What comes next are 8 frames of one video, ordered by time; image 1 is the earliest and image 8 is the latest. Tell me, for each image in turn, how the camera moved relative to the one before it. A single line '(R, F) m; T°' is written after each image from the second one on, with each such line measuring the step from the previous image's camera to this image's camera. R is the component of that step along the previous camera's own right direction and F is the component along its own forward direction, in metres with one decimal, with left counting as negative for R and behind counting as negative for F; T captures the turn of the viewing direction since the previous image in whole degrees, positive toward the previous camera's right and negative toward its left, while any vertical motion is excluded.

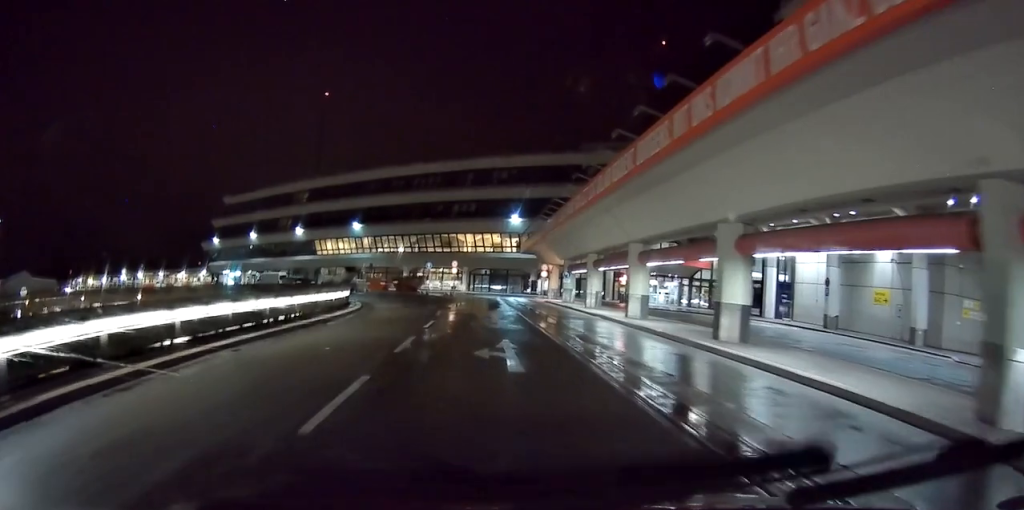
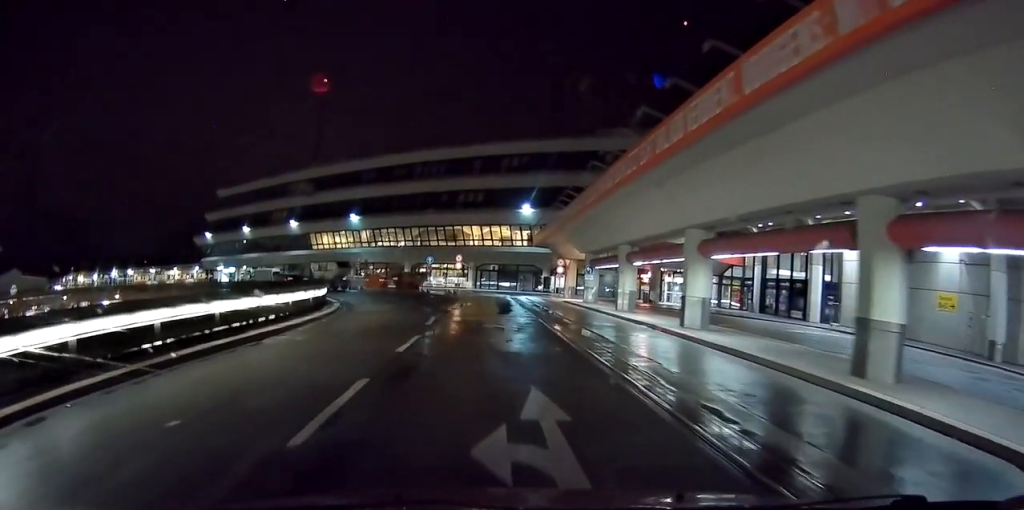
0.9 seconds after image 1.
(-0.4, +6.6) m; -3°
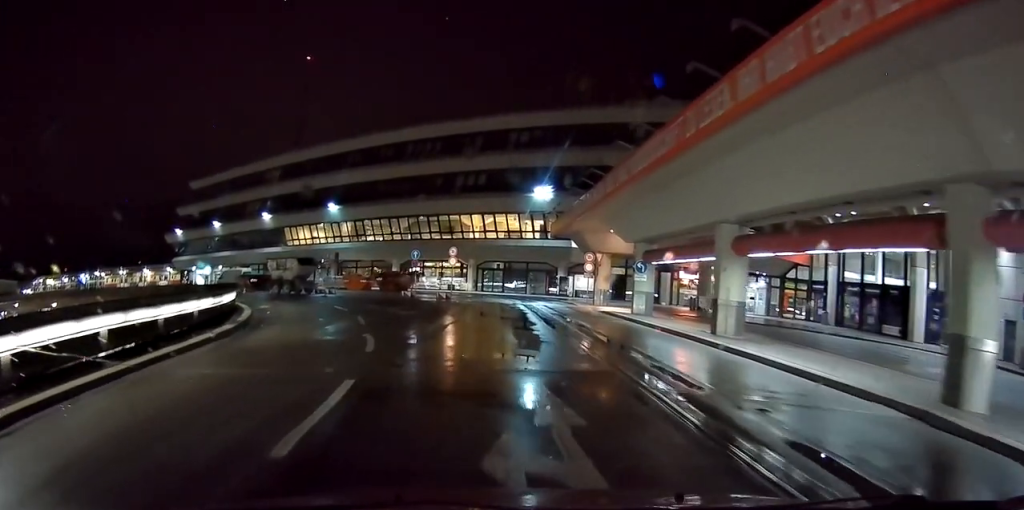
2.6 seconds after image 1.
(-0.8, +12.9) m; -4°
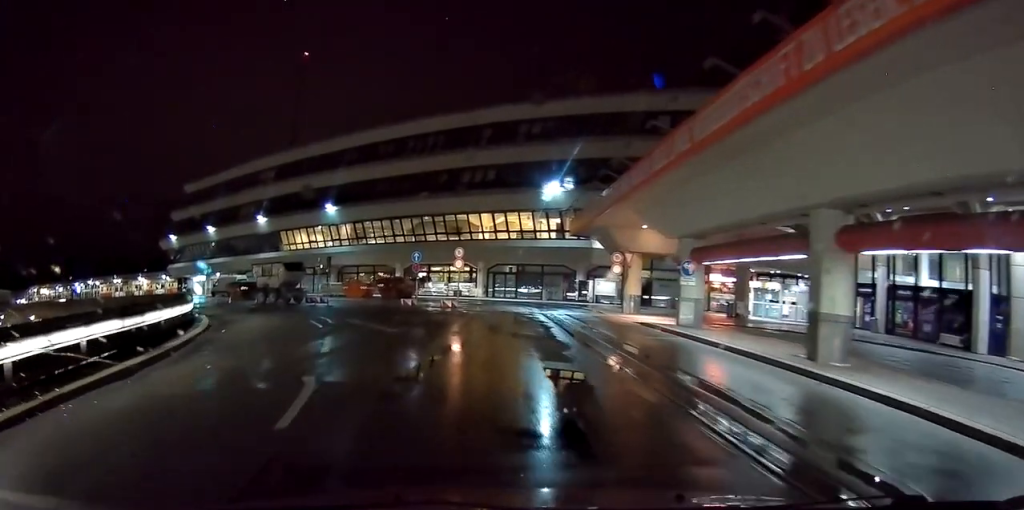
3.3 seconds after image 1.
(+0.2, +5.1) m; -1°
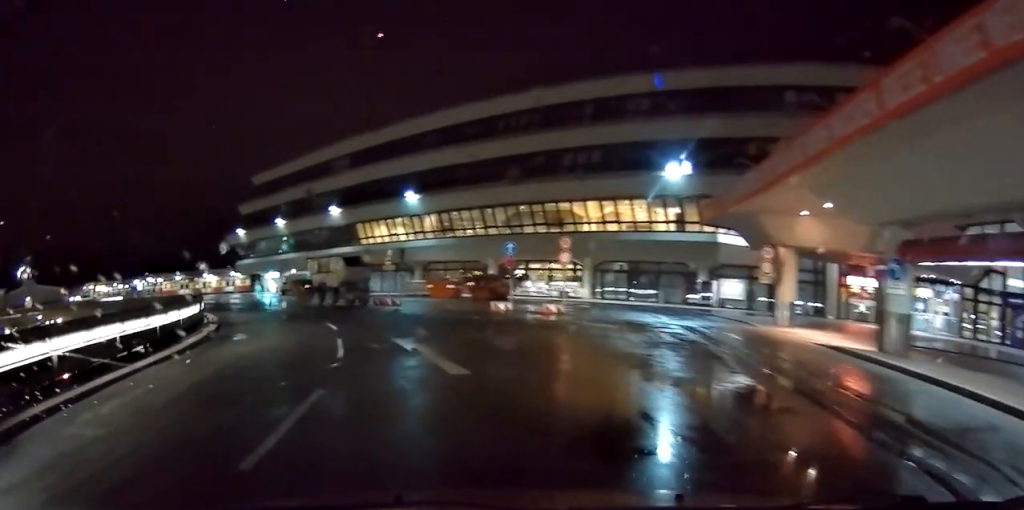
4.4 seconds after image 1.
(-0.3, +8.0) m; -5°
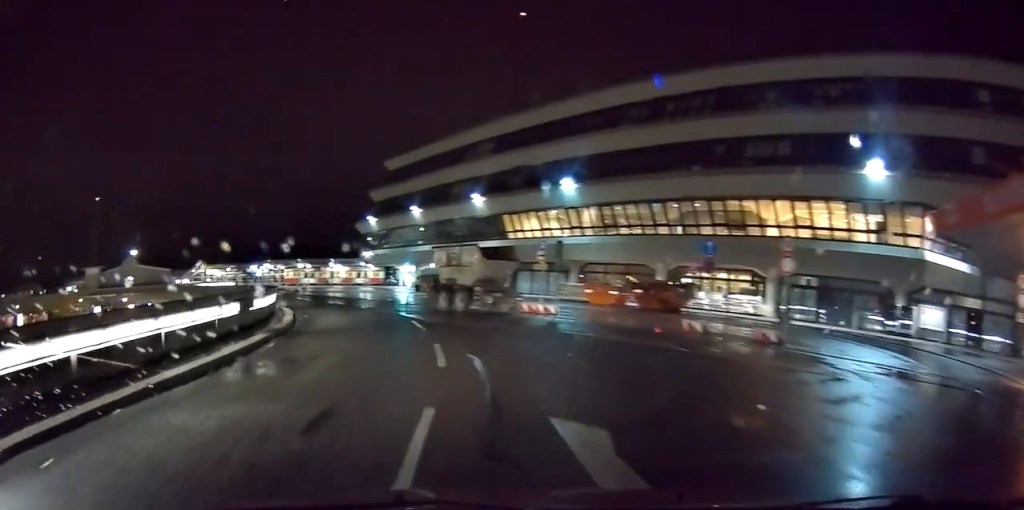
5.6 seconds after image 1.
(-0.3, +7.8) m; -7°
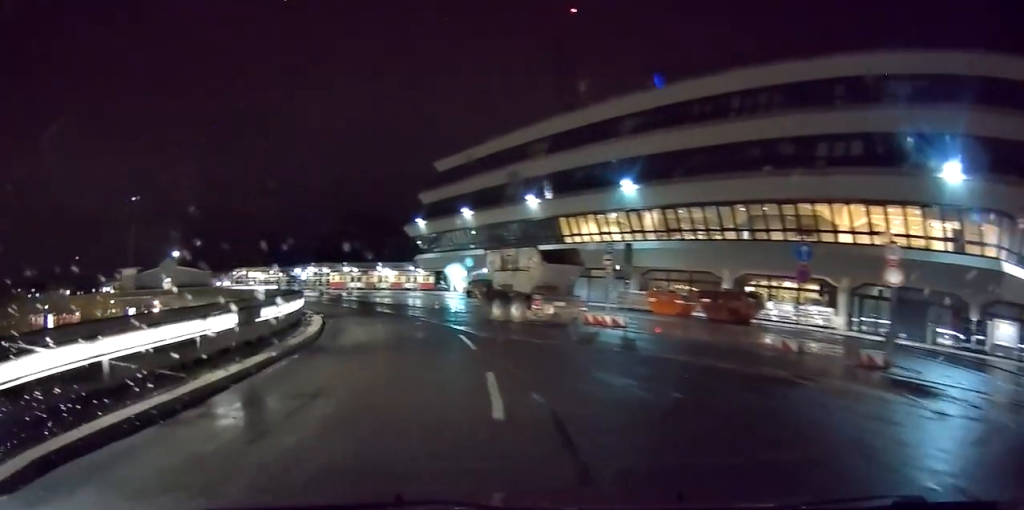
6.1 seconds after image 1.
(-0.2, +3.0) m; -5°
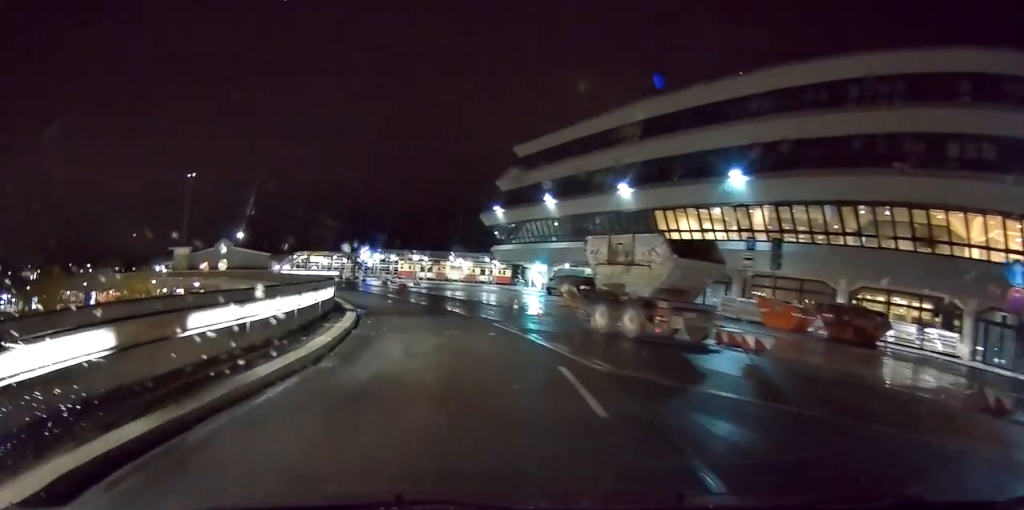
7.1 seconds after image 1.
(-0.6, +5.8) m; -10°
